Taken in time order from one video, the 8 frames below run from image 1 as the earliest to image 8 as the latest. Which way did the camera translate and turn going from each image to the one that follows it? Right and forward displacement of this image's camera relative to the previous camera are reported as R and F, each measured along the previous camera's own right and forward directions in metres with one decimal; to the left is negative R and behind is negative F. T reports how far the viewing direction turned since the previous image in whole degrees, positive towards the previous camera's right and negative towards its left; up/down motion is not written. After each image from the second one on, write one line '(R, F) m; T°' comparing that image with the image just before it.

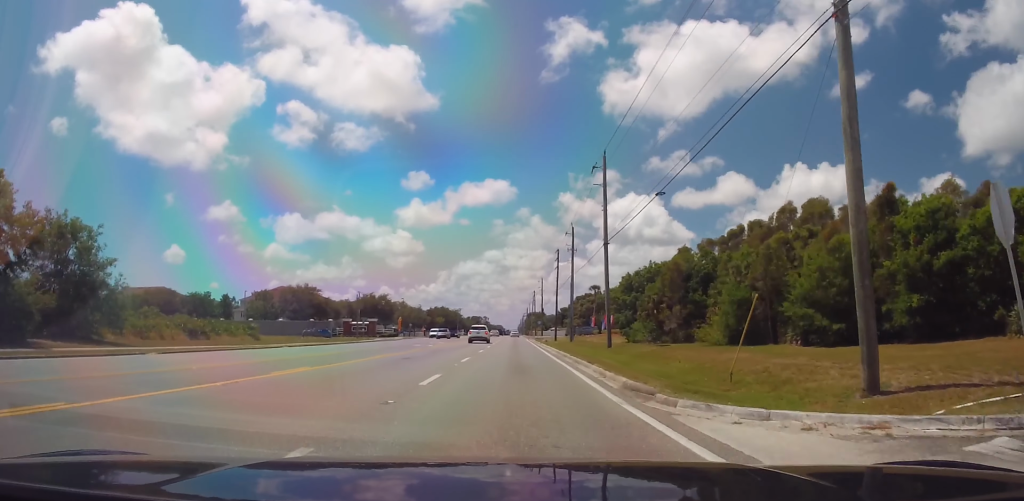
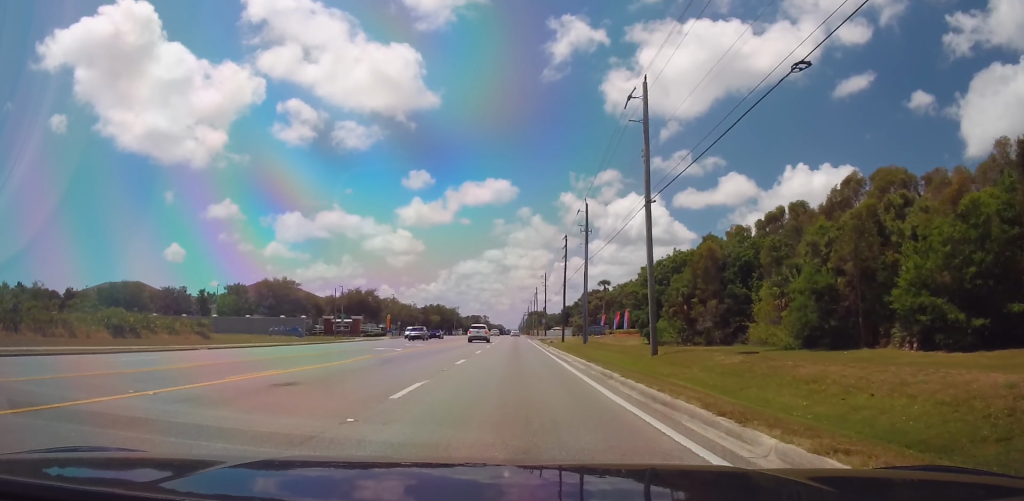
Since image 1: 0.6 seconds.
(+0.1, +13.6) m; 0°
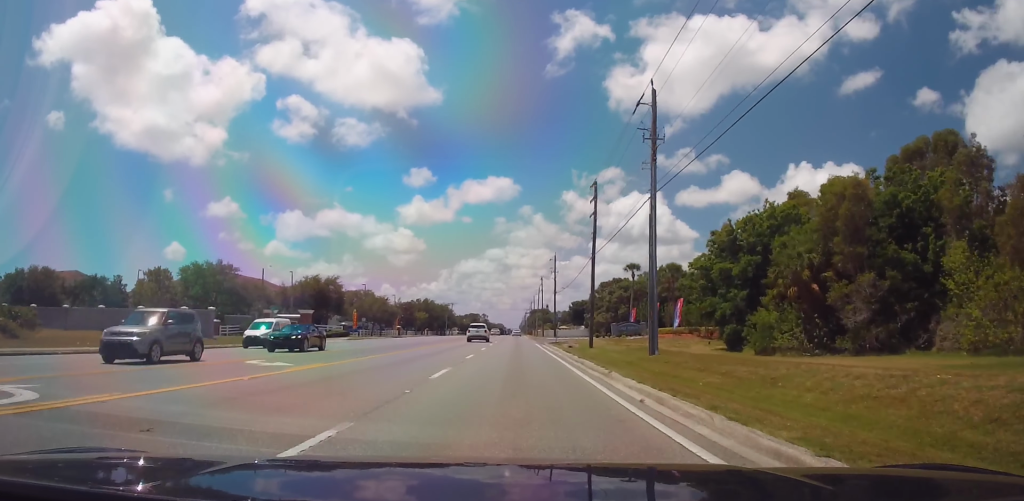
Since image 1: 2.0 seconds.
(0.0, +28.6) m; +1°
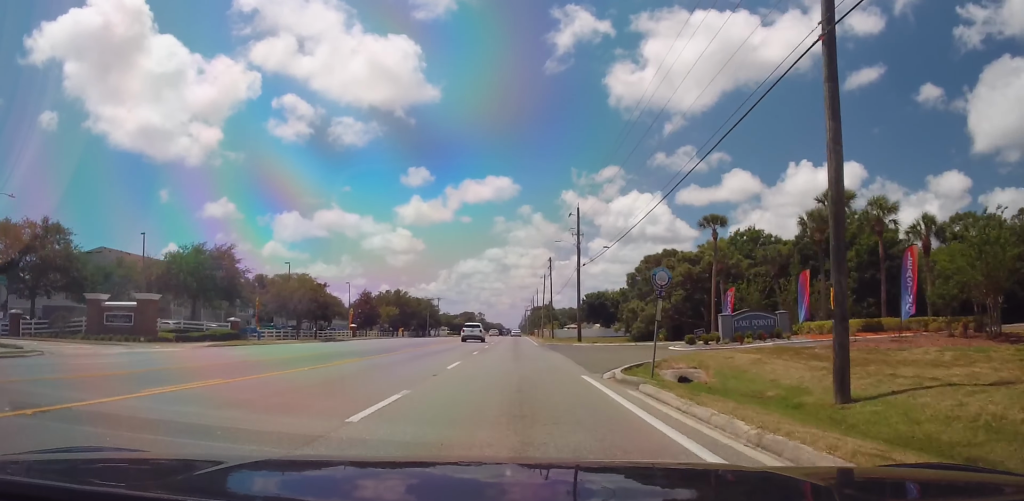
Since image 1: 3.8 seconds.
(0.0, +40.4) m; -1°
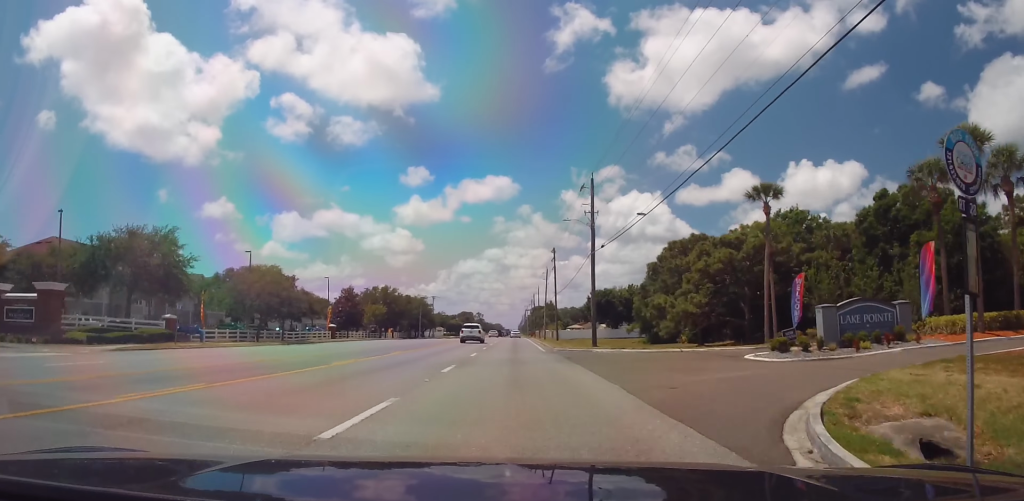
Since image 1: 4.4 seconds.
(-0.3, +12.2) m; 0°
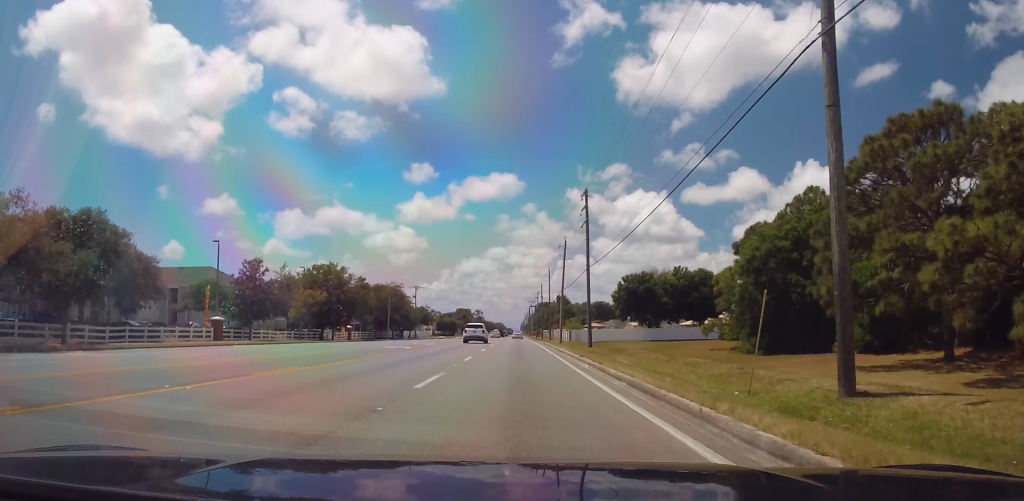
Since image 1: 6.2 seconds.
(+0.8, +38.9) m; 0°
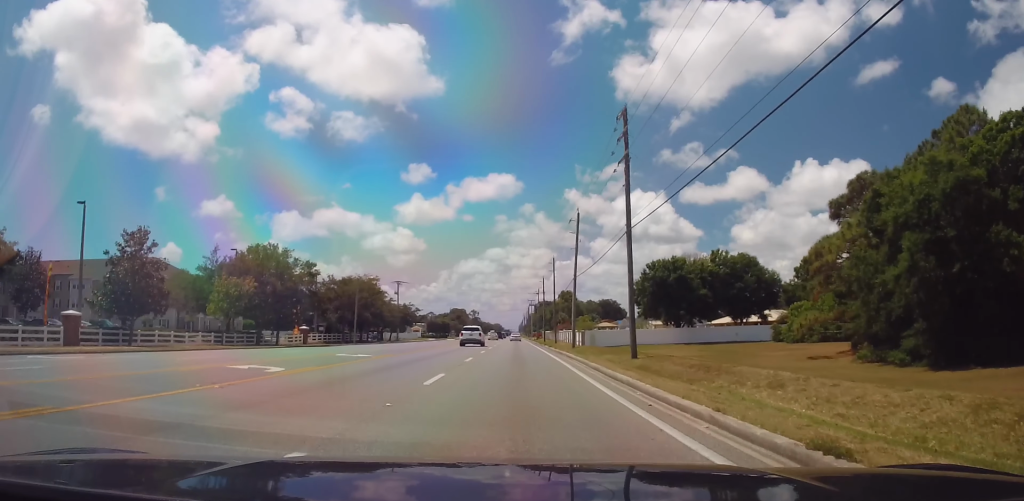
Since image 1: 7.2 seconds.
(-0.3, +20.9) m; 0°
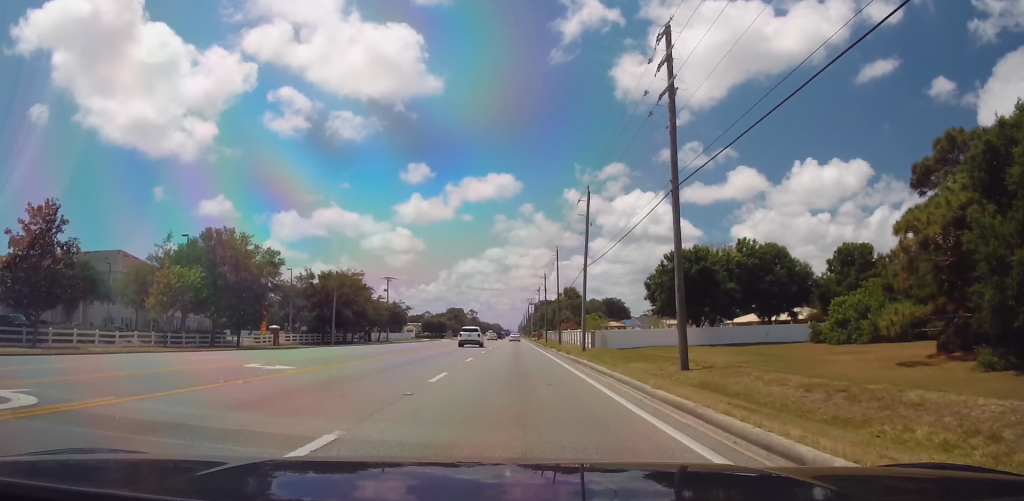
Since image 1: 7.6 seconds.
(-0.1, +10.1) m; 0°
